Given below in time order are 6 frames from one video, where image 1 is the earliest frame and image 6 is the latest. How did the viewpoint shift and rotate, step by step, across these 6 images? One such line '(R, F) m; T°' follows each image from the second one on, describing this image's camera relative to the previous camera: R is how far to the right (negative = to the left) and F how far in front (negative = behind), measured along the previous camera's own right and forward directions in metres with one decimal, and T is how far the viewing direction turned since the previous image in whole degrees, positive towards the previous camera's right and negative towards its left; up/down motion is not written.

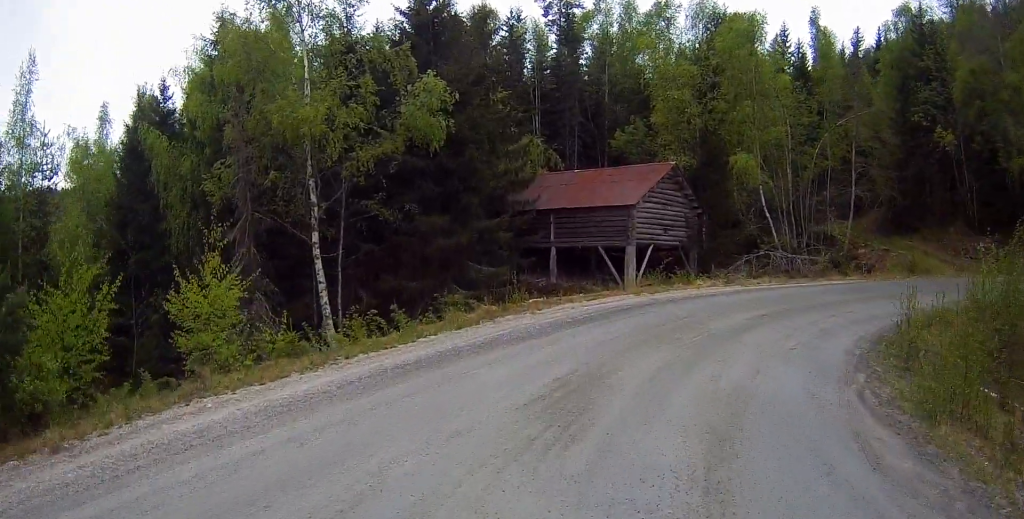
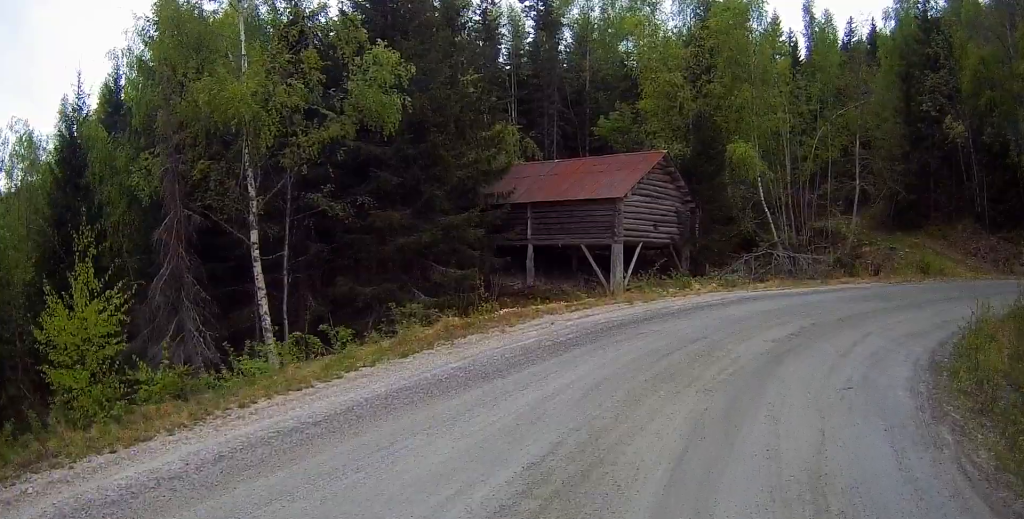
(-0.1, +3.0) m; +5°
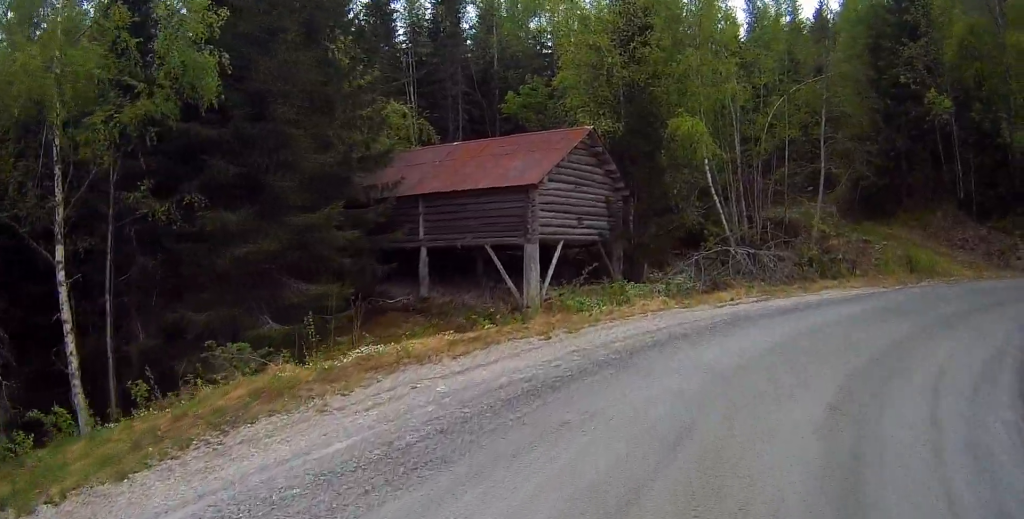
(+0.5, +5.0) m; +10°
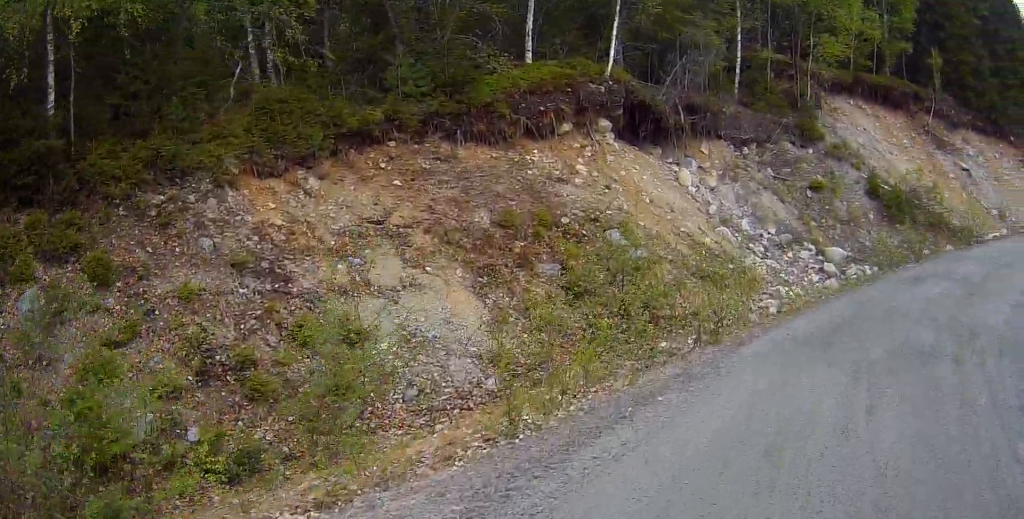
(+12.3, +18.2) m; +81°
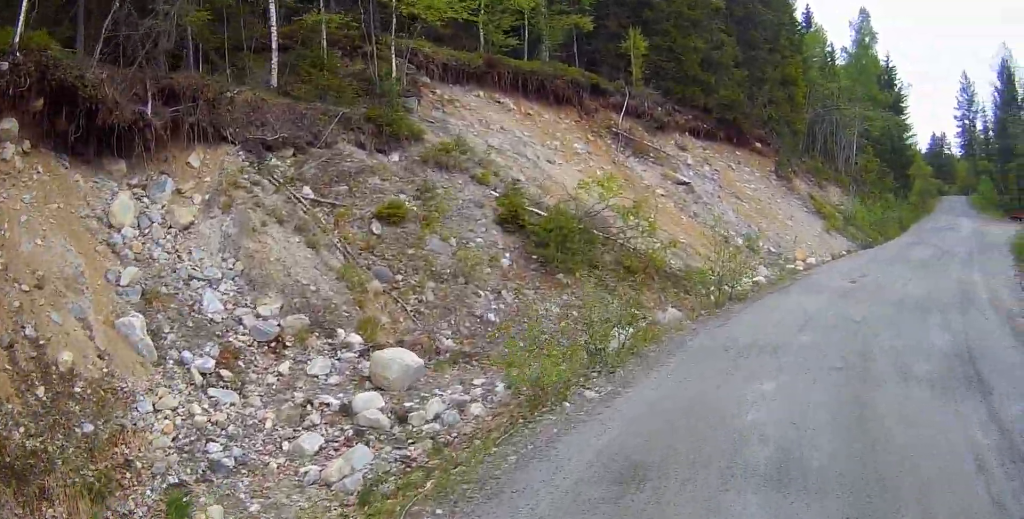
(+2.1, +6.8) m; +33°
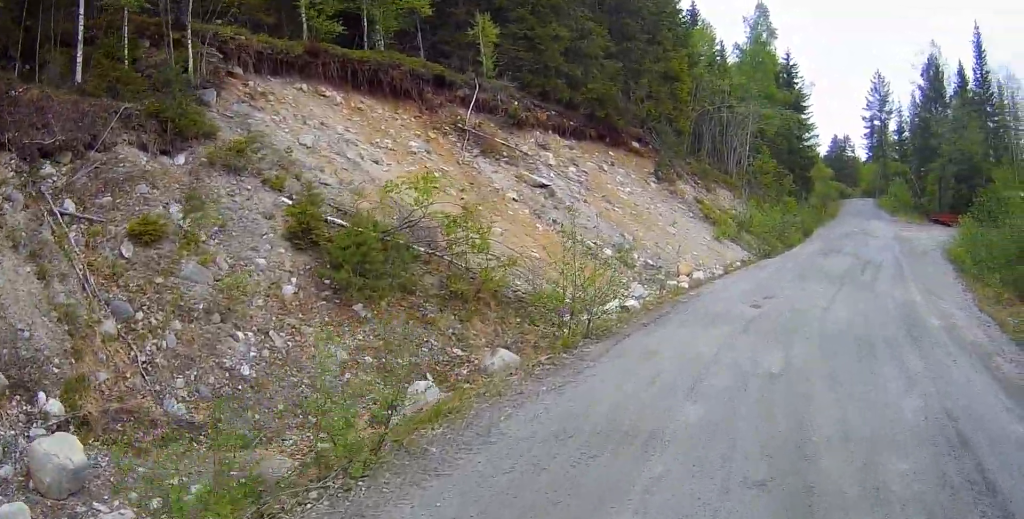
(+0.4, +2.5) m; +8°
